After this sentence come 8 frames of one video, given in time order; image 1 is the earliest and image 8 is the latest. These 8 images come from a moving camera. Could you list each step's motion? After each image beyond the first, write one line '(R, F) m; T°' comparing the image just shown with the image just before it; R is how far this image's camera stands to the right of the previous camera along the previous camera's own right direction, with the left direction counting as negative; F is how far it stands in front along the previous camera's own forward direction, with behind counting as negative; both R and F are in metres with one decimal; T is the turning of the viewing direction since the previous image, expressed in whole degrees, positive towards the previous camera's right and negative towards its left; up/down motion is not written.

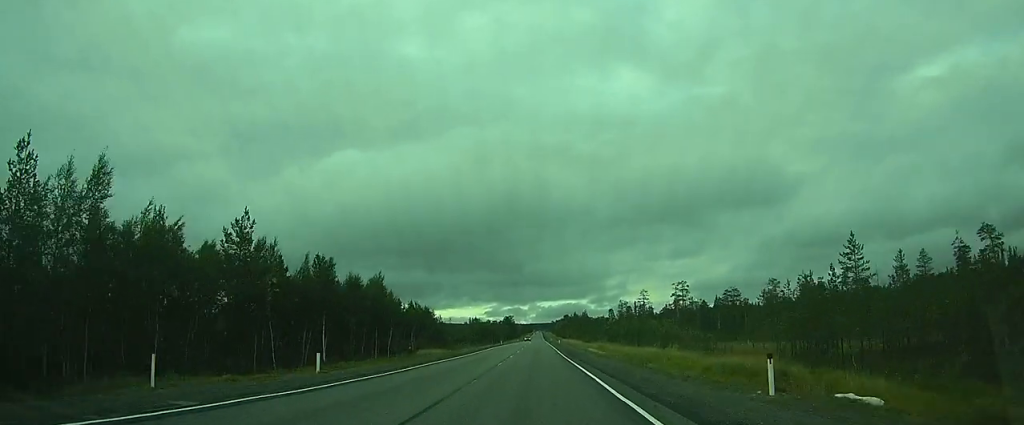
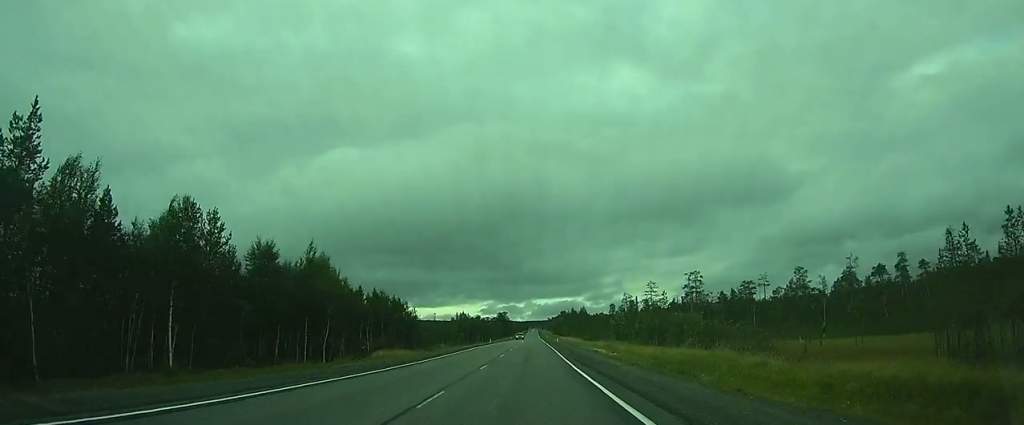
(-0.1, +16.0) m; 0°
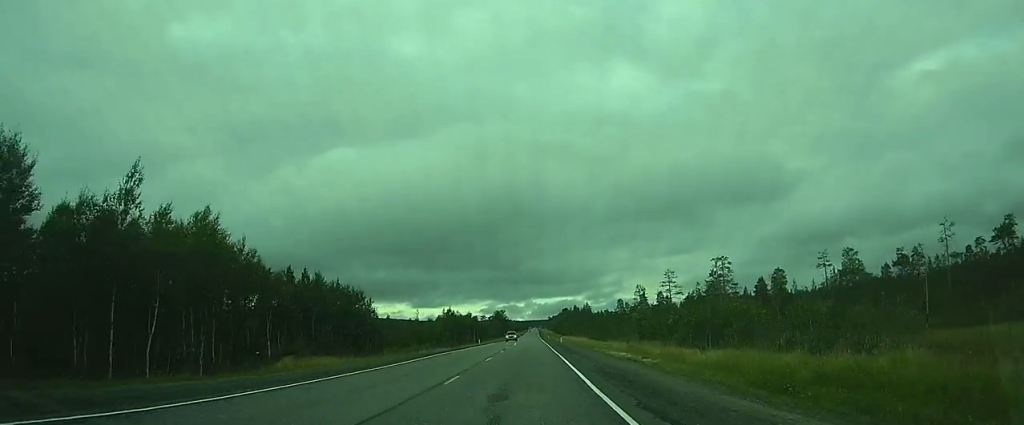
(-0.1, +19.5) m; 0°
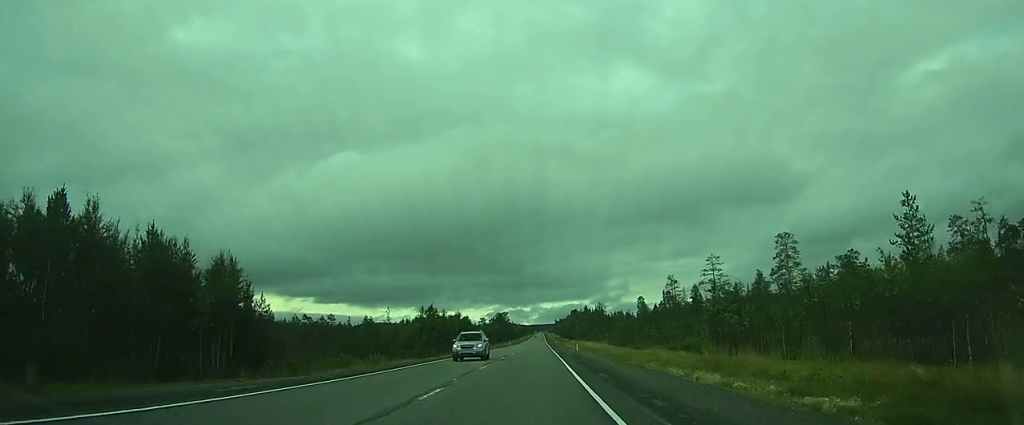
(+0.2, +26.5) m; +1°
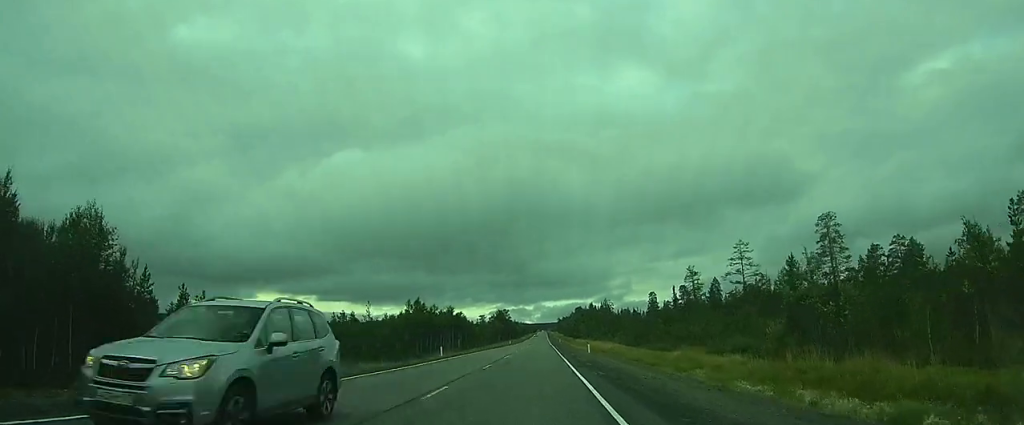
(+0.1, +11.9) m; 0°
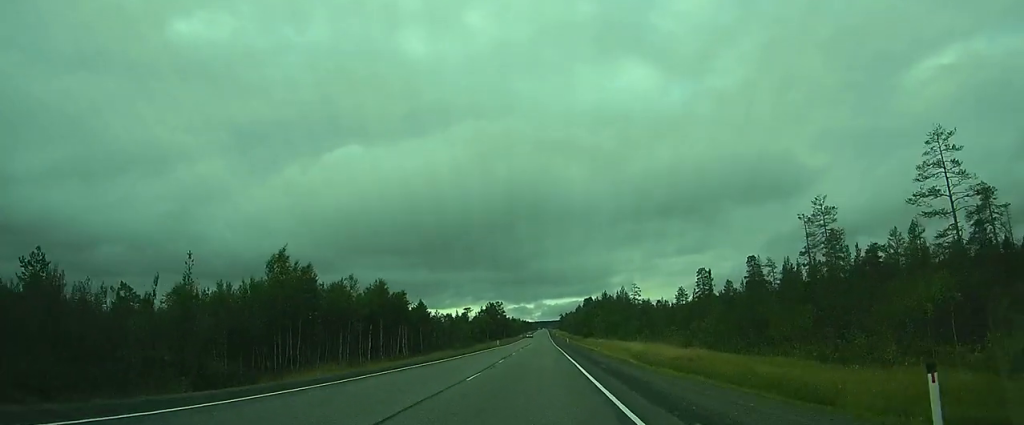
(-0.4, +42.8) m; 0°
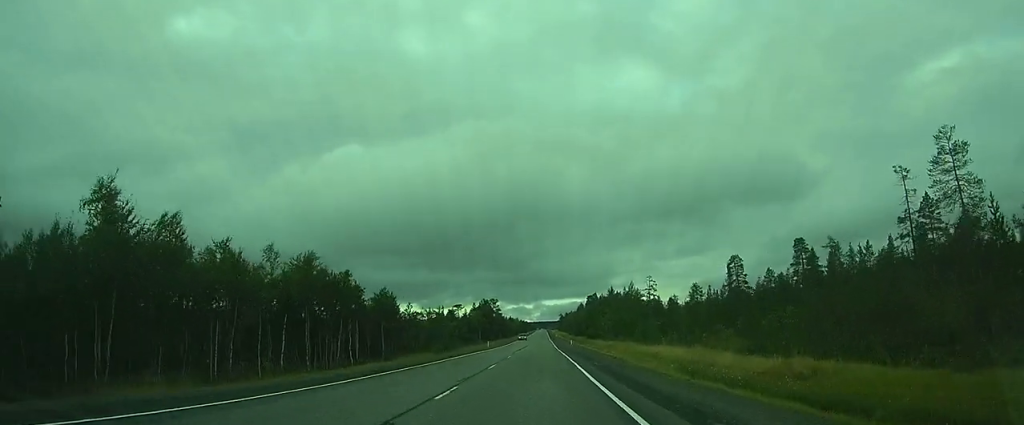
(+0.1, +16.9) m; 0°
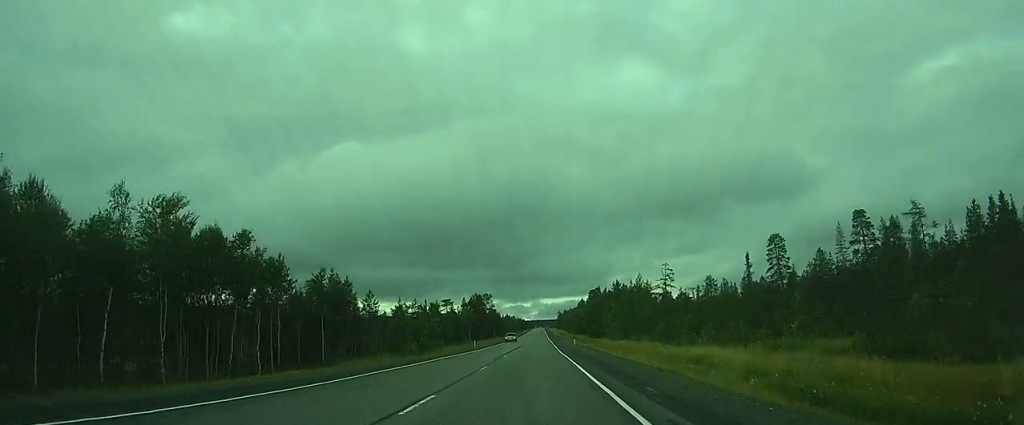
(0.0, +14.8) m; 0°
